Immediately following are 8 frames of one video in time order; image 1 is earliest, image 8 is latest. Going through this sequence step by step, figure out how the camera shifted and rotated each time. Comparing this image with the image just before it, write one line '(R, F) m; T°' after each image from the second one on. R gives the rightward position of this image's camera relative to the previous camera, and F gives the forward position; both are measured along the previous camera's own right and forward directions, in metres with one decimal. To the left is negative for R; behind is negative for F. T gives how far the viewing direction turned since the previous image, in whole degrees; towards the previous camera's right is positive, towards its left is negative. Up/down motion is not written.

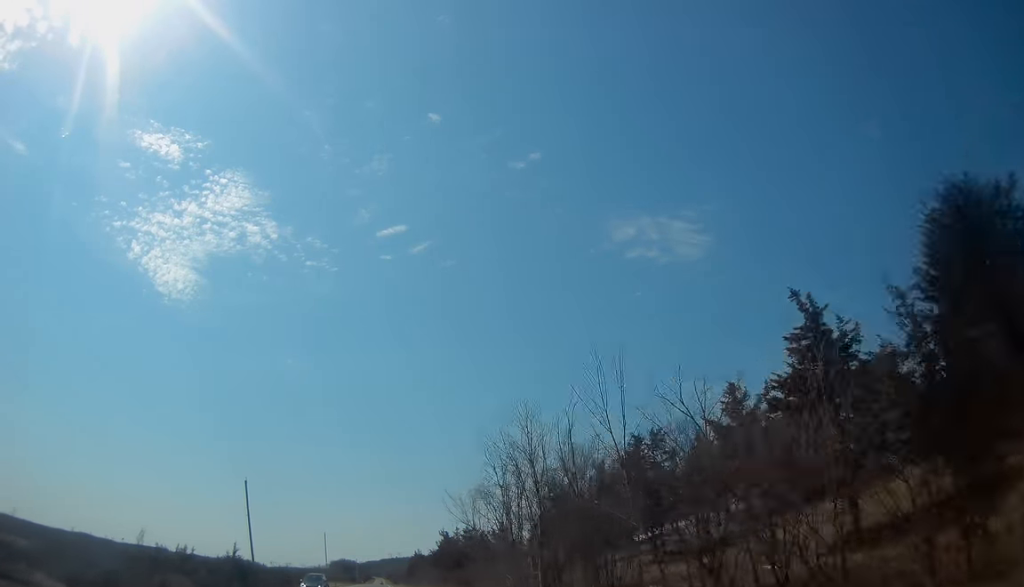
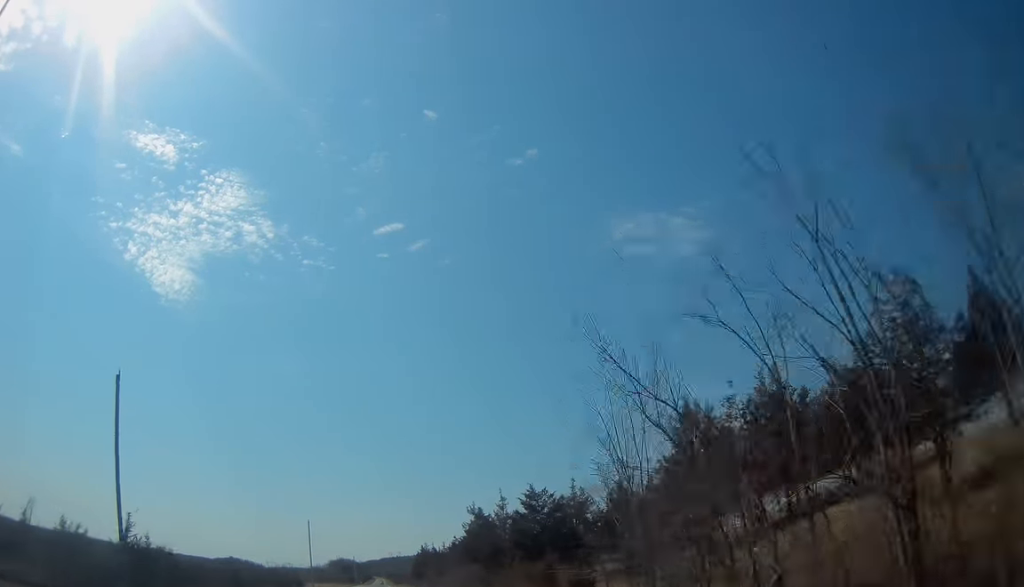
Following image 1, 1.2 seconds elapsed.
(+0.2, +27.8) m; 0°
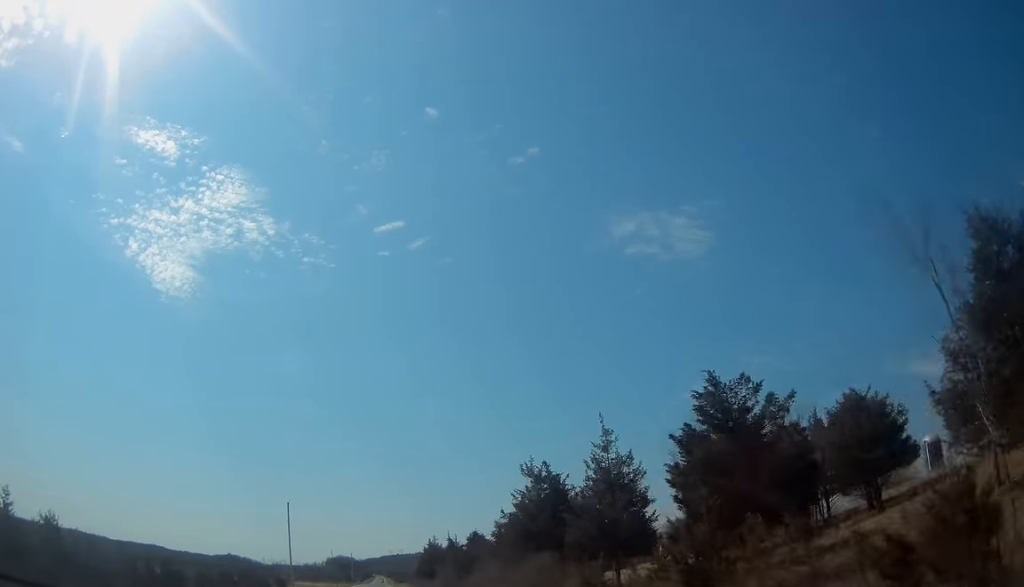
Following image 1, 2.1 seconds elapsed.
(0.0, +21.4) m; 0°
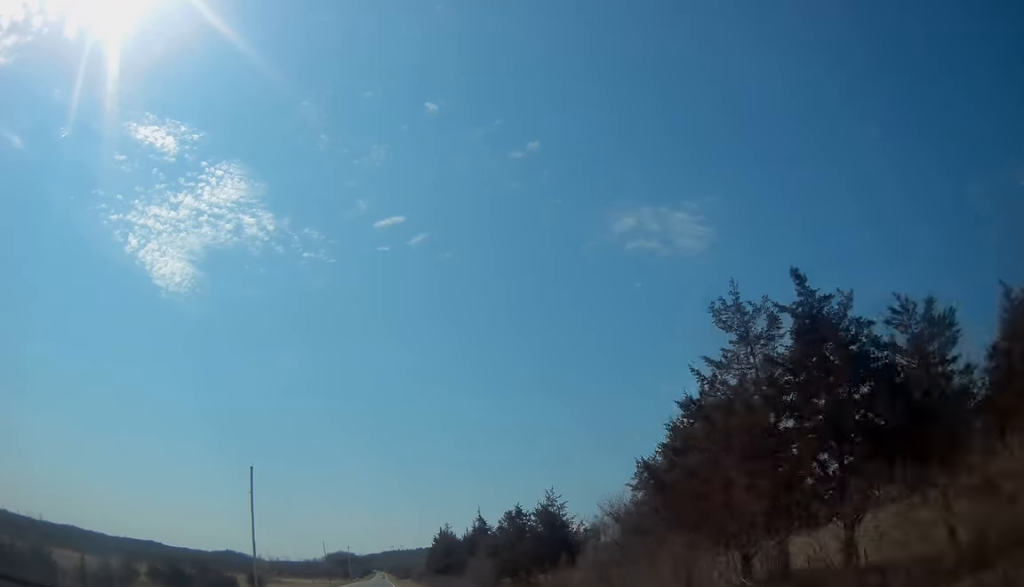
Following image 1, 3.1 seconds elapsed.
(0.0, +24.0) m; 0°
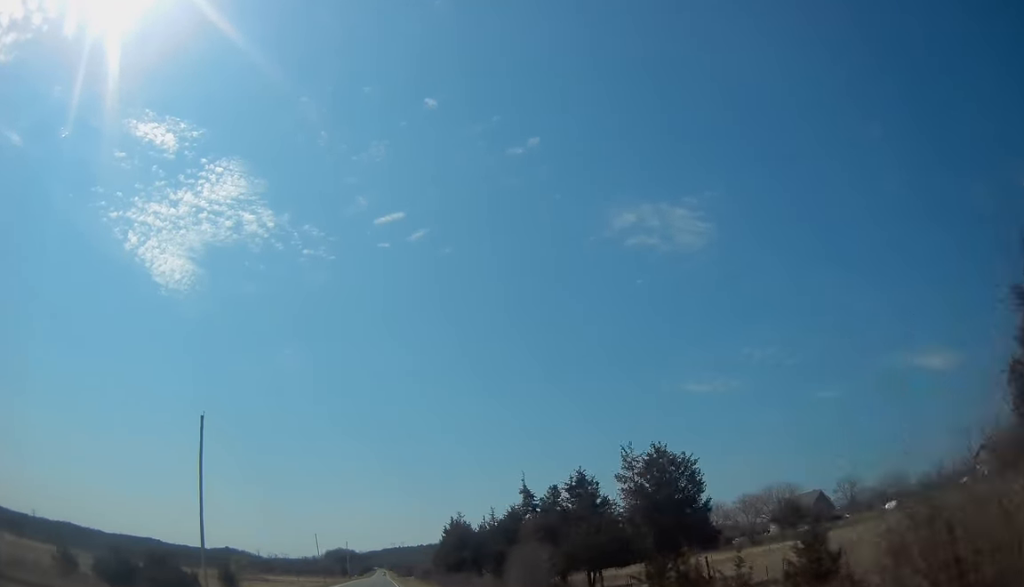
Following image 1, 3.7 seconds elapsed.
(0.0, +17.7) m; 0°
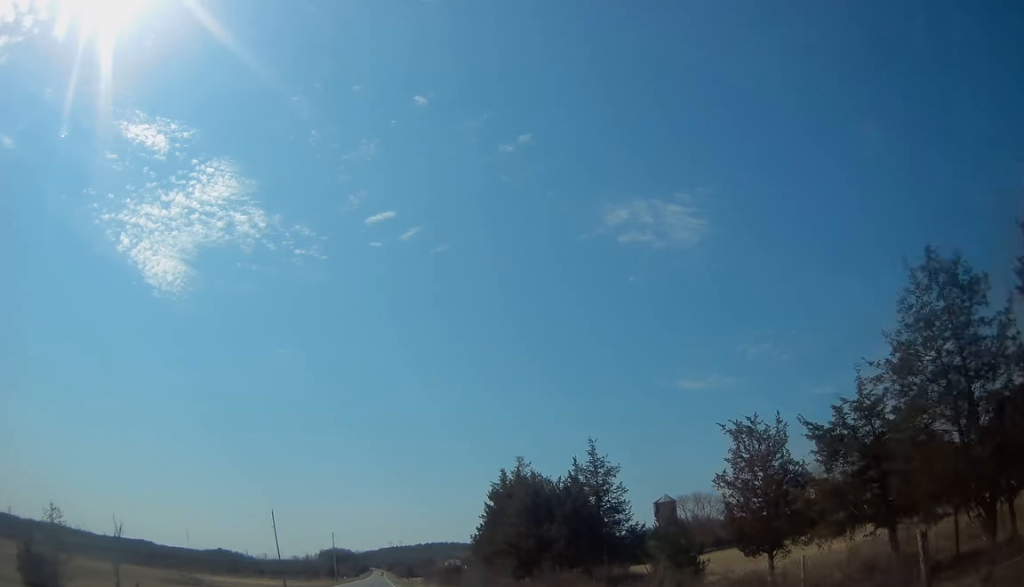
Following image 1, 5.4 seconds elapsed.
(0.0, +42.8) m; 0°
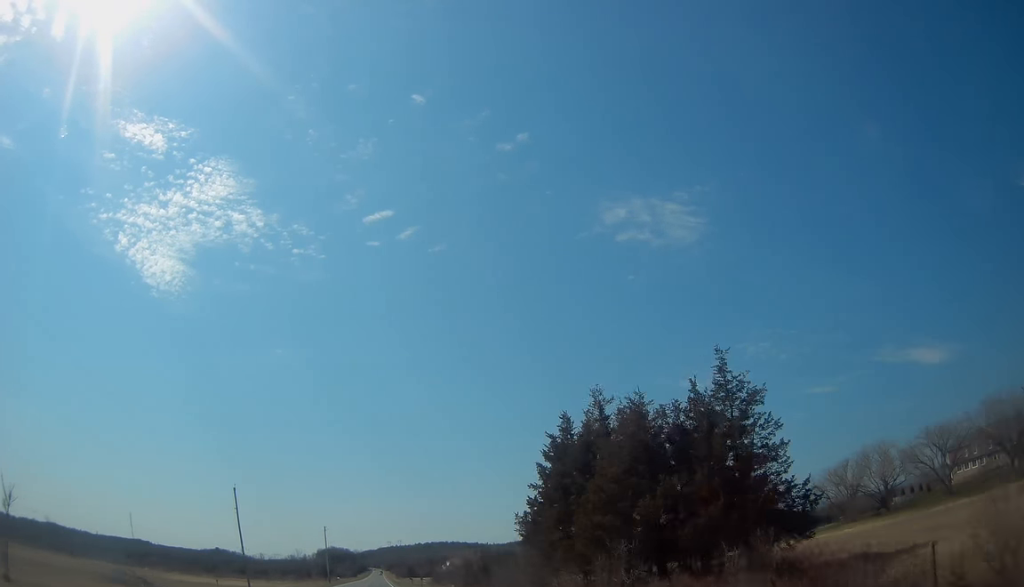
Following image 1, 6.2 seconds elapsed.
(0.0, +16.9) m; 0°
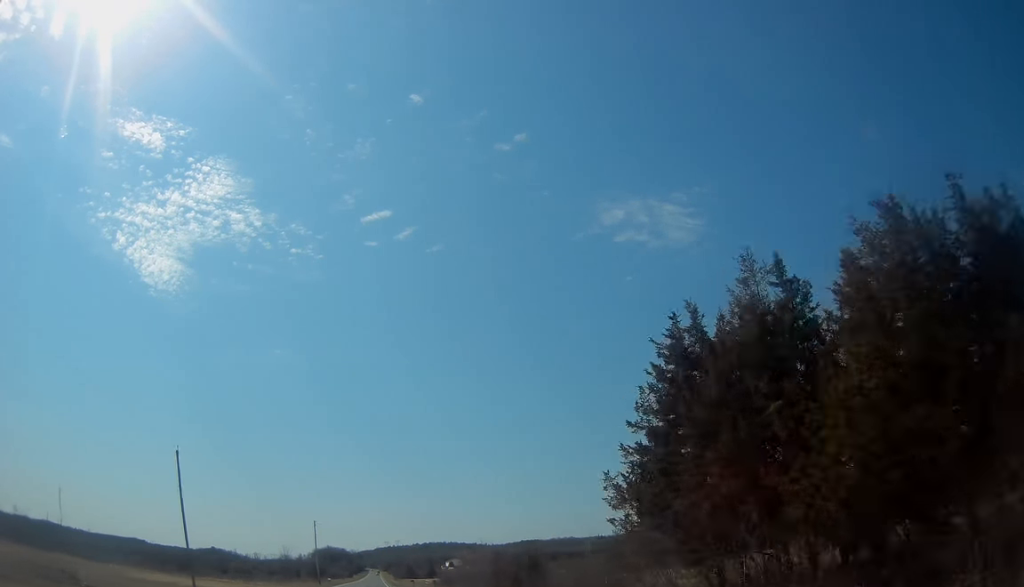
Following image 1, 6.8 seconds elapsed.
(0.0, +13.8) m; 0°
